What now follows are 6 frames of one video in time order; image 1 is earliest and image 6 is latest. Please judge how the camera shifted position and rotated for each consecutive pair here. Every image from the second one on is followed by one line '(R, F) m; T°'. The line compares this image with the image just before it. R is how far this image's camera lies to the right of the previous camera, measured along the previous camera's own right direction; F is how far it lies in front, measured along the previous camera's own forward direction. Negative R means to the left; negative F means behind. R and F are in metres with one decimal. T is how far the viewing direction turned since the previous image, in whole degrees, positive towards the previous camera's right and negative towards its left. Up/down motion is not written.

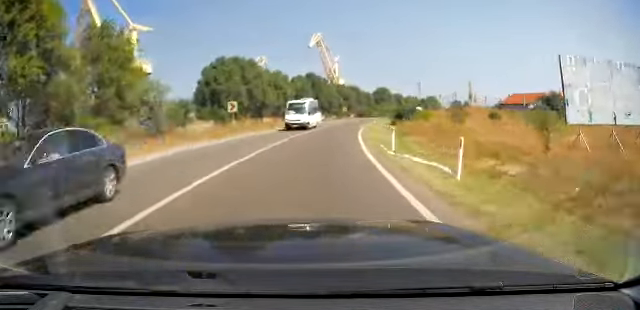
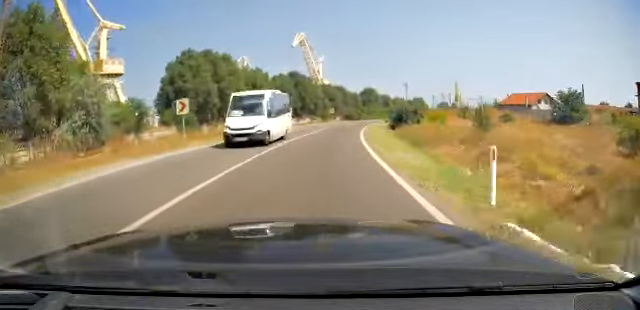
(+0.2, +9.0) m; +2°
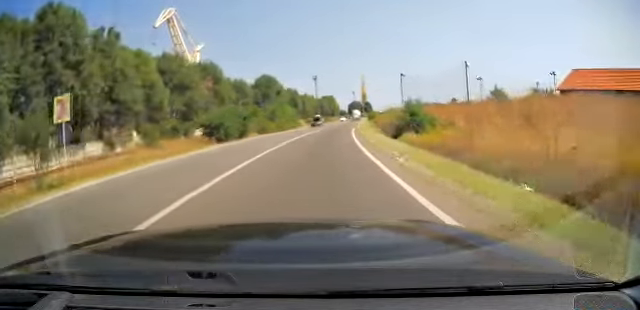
(+9.3, +62.1) m; +16°
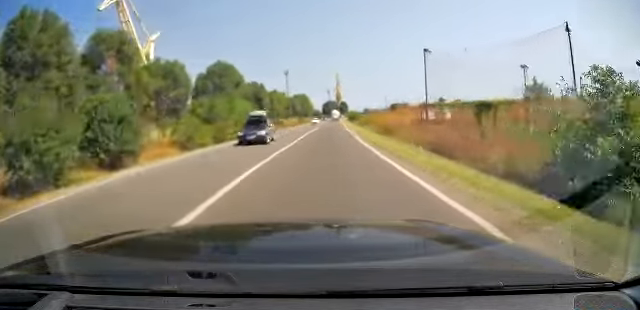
(+0.8, +22.8) m; +5°
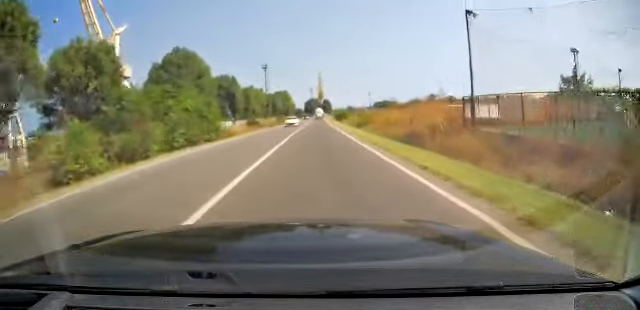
(+0.6, +13.6) m; +2°
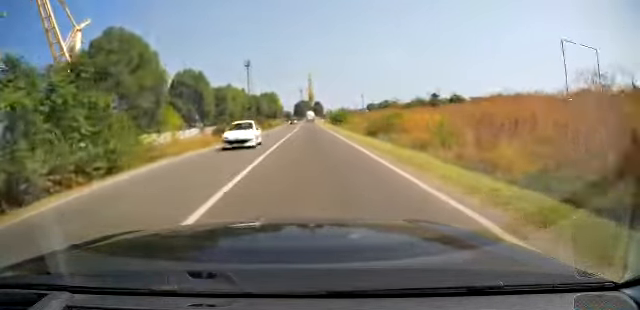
(+0.4, +17.8) m; +2°
